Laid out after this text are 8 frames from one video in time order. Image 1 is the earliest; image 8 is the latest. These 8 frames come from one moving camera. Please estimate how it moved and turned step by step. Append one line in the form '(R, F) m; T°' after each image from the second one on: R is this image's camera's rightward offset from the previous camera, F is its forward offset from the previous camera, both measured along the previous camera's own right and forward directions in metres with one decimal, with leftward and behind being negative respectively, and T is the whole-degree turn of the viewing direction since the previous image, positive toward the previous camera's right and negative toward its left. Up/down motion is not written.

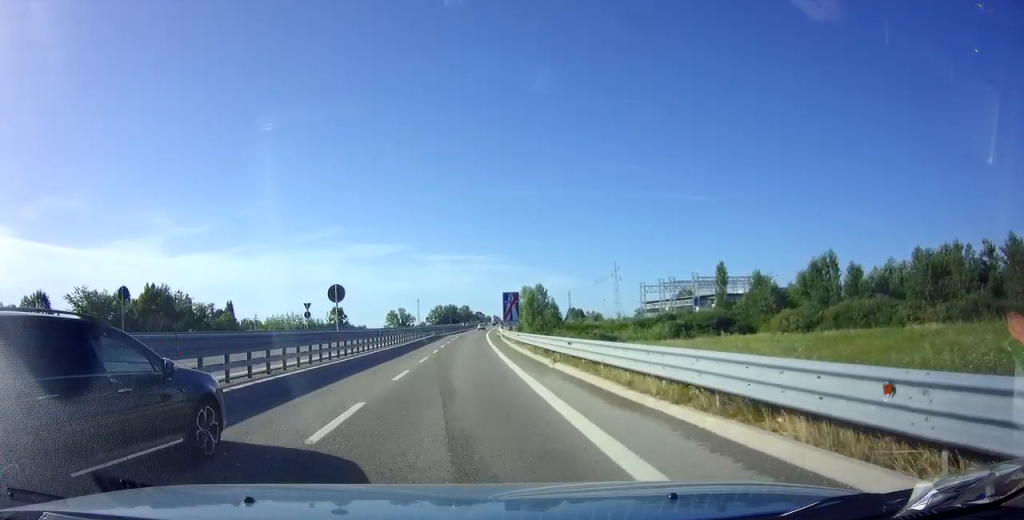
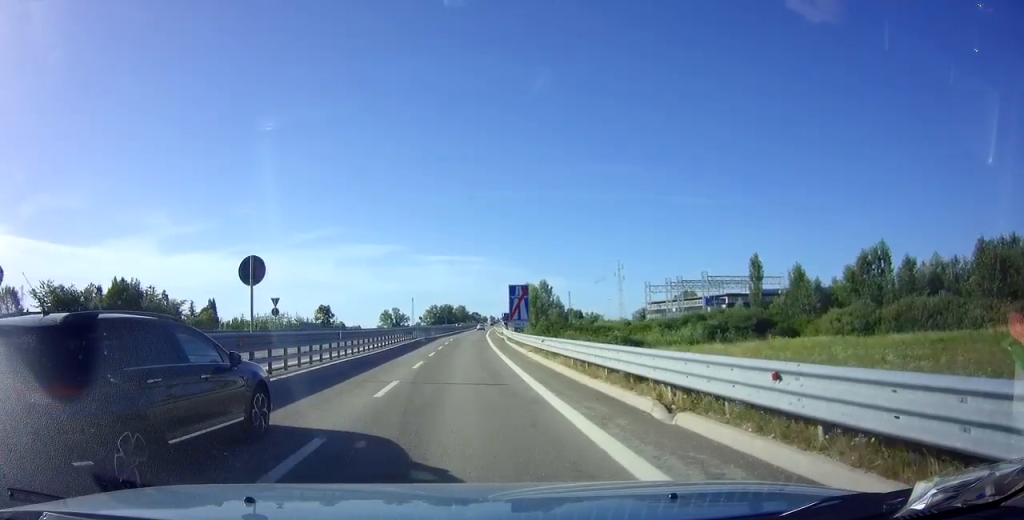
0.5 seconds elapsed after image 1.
(0.0, +11.2) m; 0°
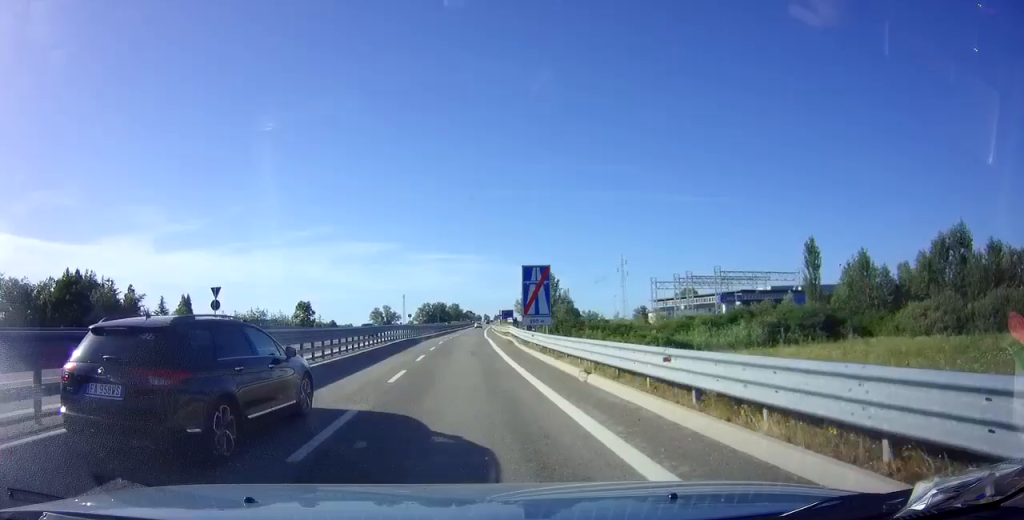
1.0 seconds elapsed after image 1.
(0.0, +12.8) m; +1°
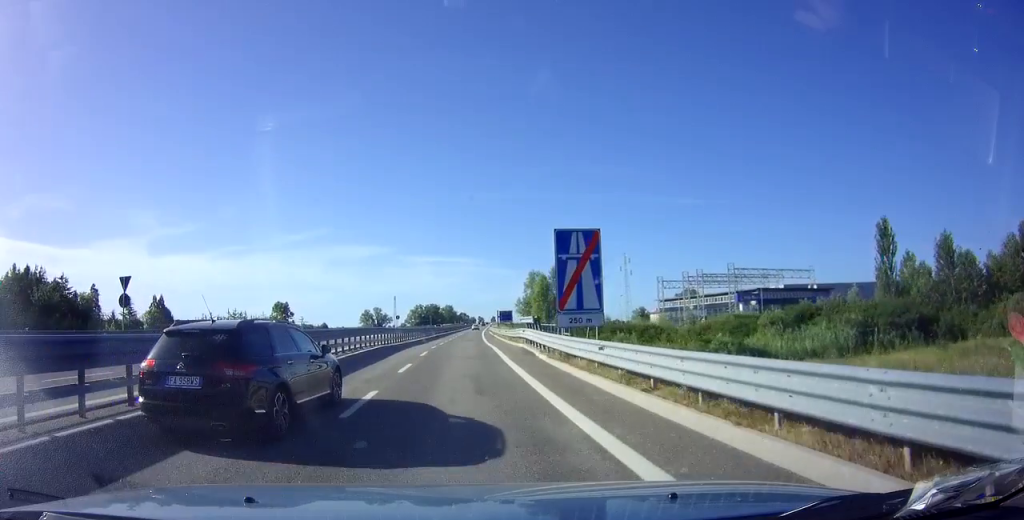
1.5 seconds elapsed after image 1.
(+0.1, +12.1) m; +1°
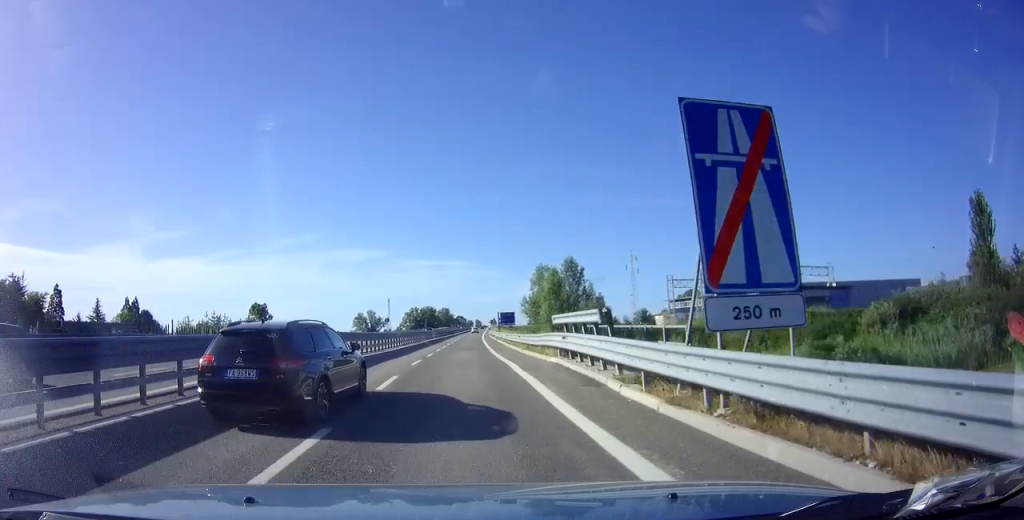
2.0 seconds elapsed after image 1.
(+0.1, +11.4) m; 0°
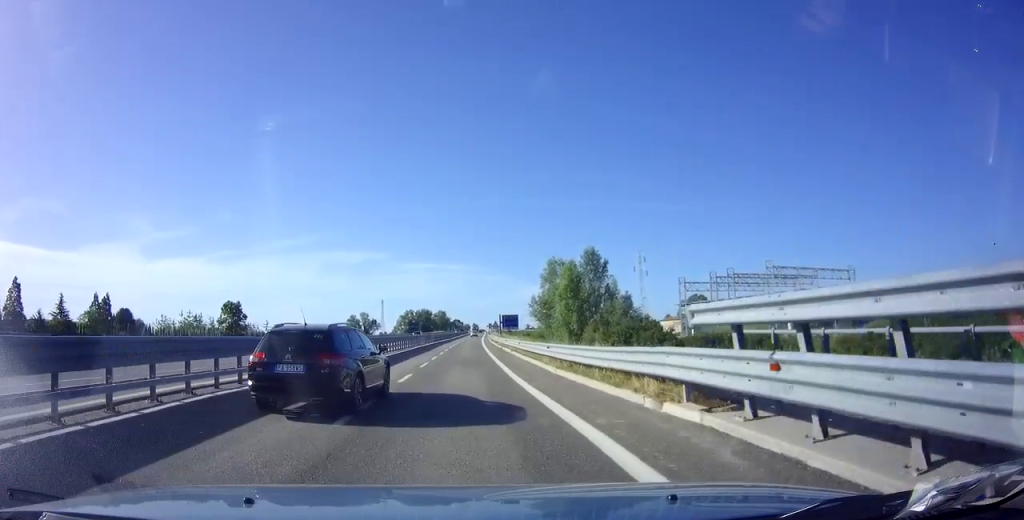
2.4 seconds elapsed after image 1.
(+0.1, +11.5) m; 0°
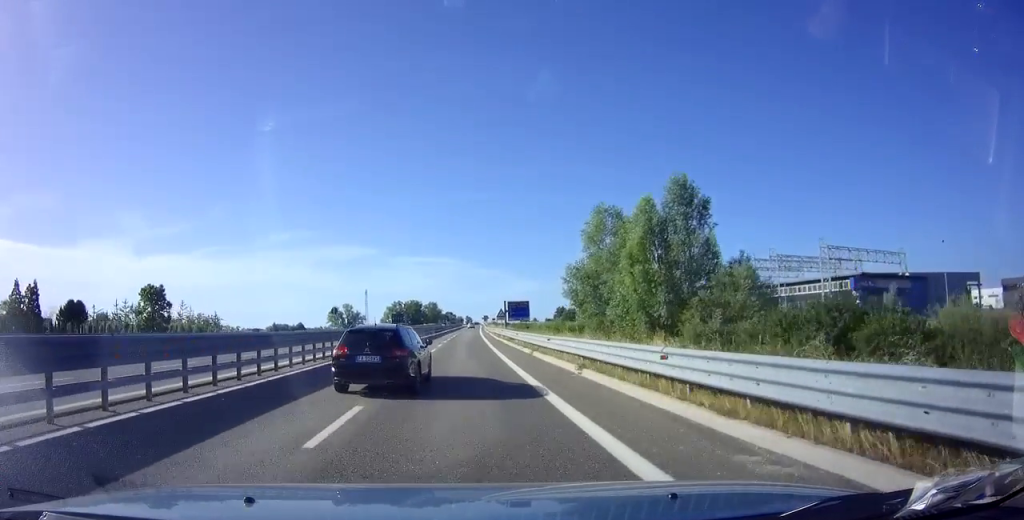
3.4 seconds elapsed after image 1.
(+0.1, +23.8) m; +1°
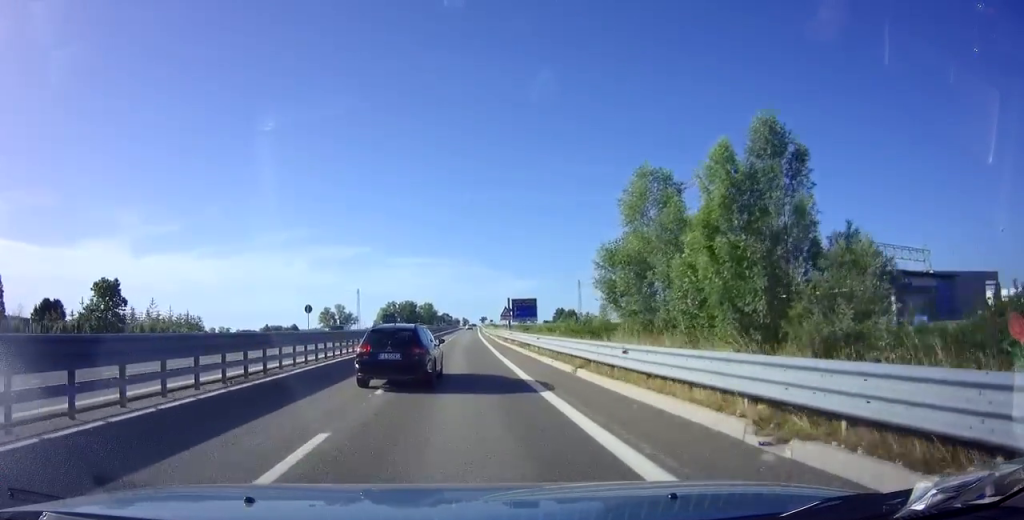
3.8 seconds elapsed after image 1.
(0.0, +10.7) m; 0°
